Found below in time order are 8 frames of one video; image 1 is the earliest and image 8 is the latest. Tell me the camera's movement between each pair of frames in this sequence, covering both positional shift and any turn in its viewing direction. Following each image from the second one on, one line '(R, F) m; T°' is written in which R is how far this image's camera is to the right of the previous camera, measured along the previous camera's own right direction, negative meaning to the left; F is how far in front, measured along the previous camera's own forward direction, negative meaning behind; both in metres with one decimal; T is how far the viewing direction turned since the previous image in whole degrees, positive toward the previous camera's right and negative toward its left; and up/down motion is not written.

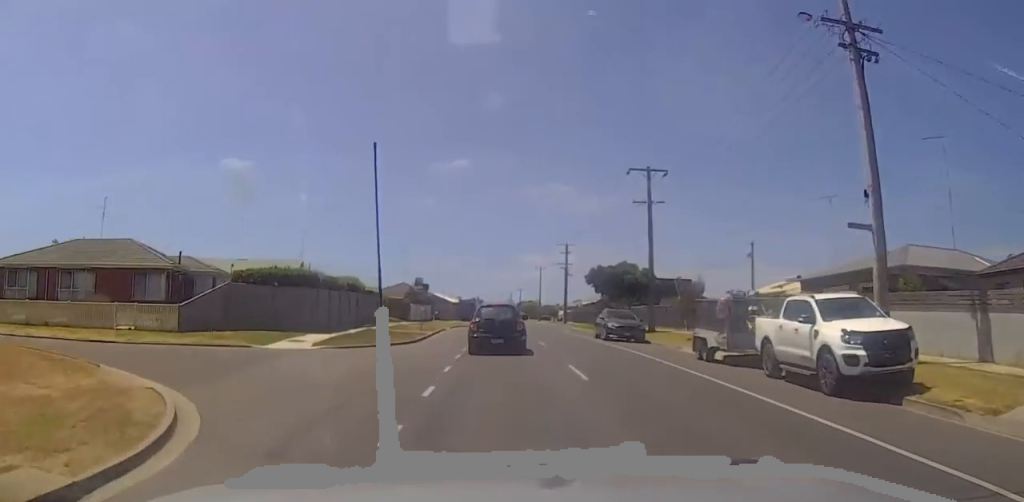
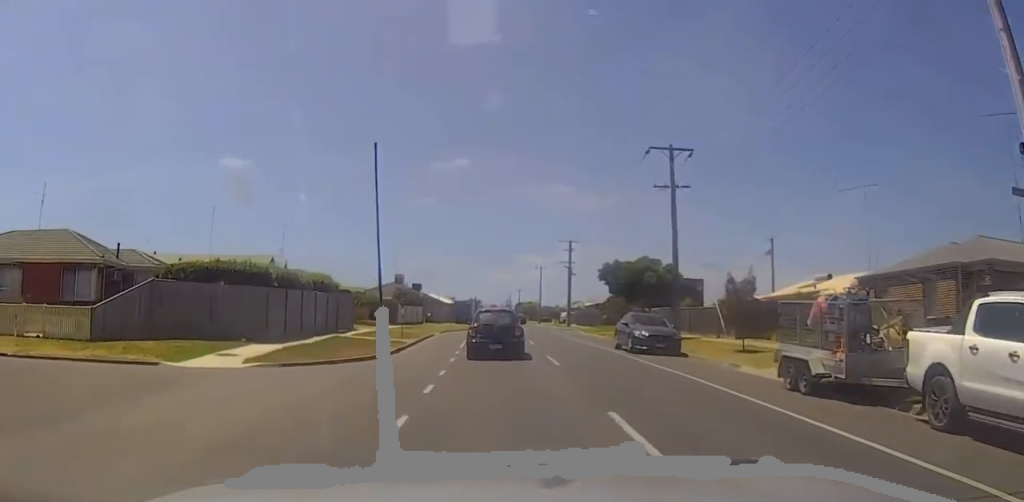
(+0.6, +6.8) m; +1°
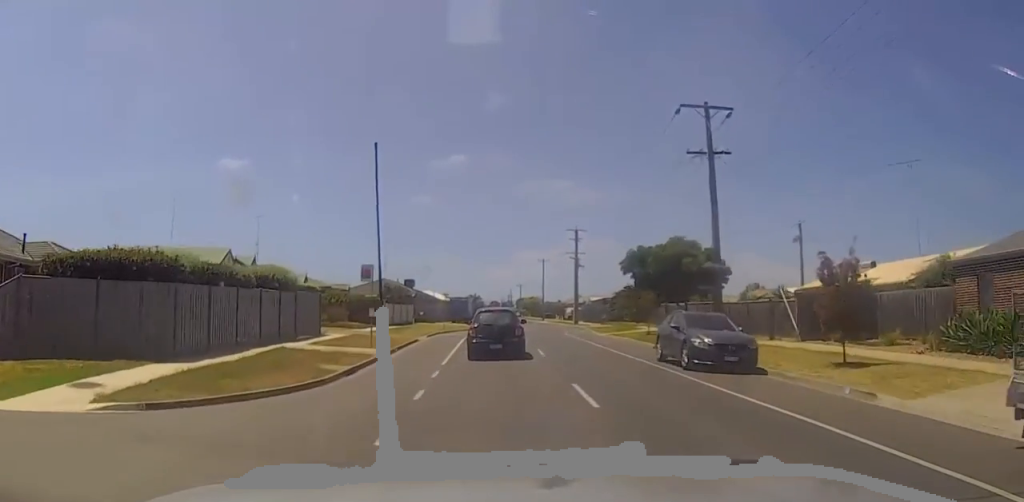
(+0.9, +7.7) m; +1°
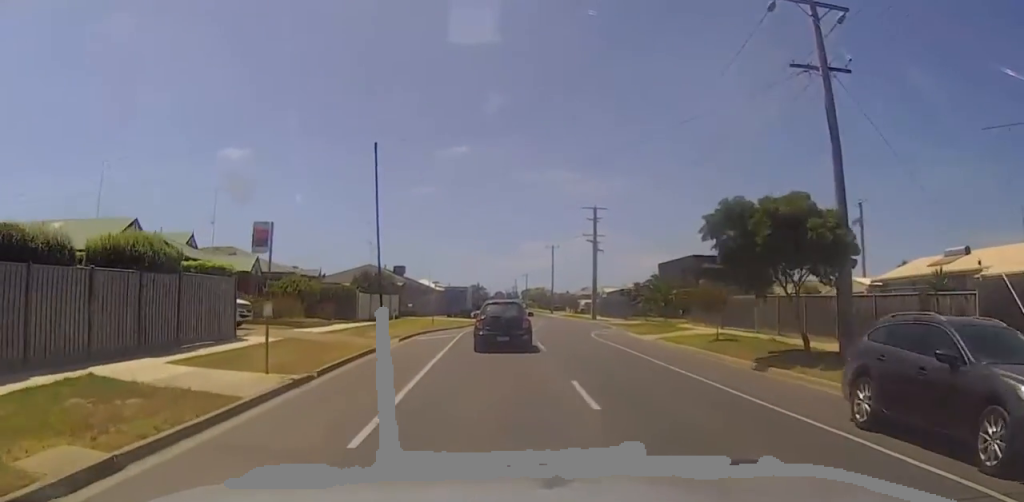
(-1.2, +11.6) m; -6°
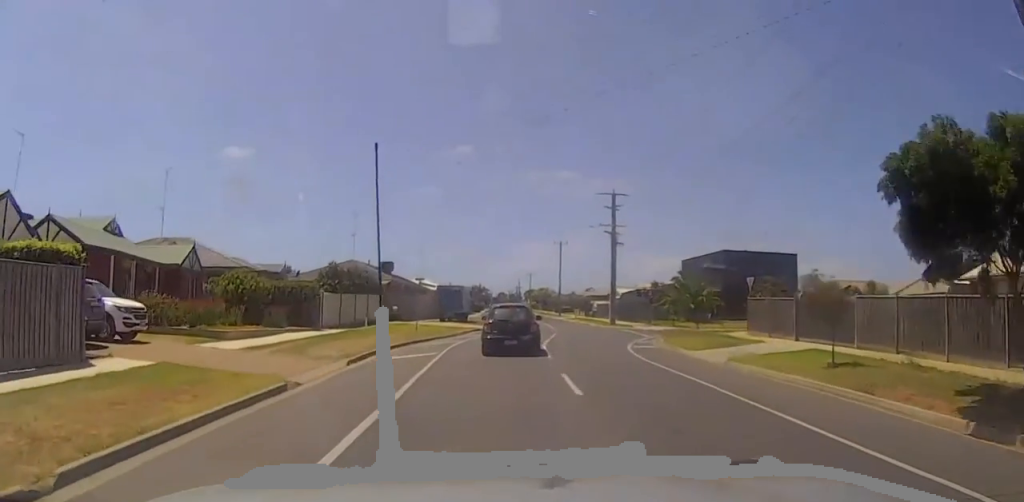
(-0.3, +9.5) m; +2°
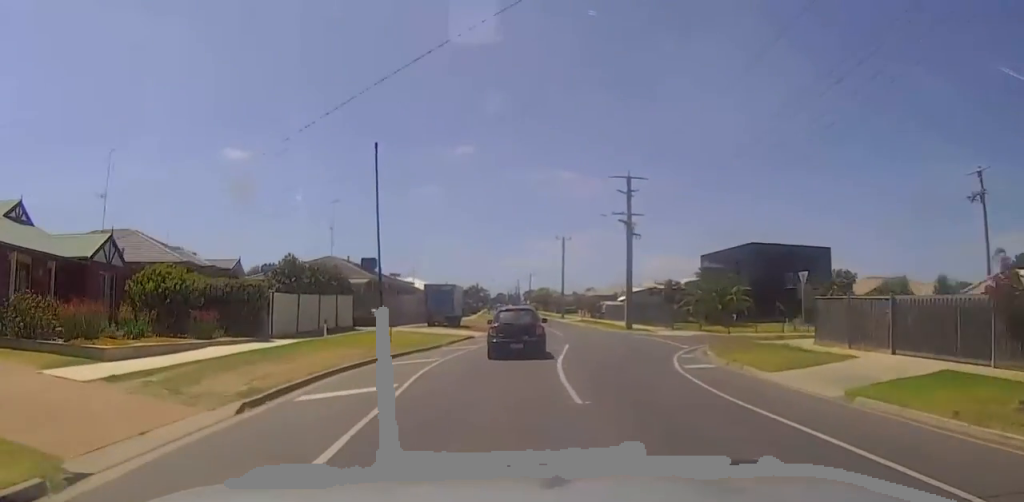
(-0.3, +7.7) m; +3°
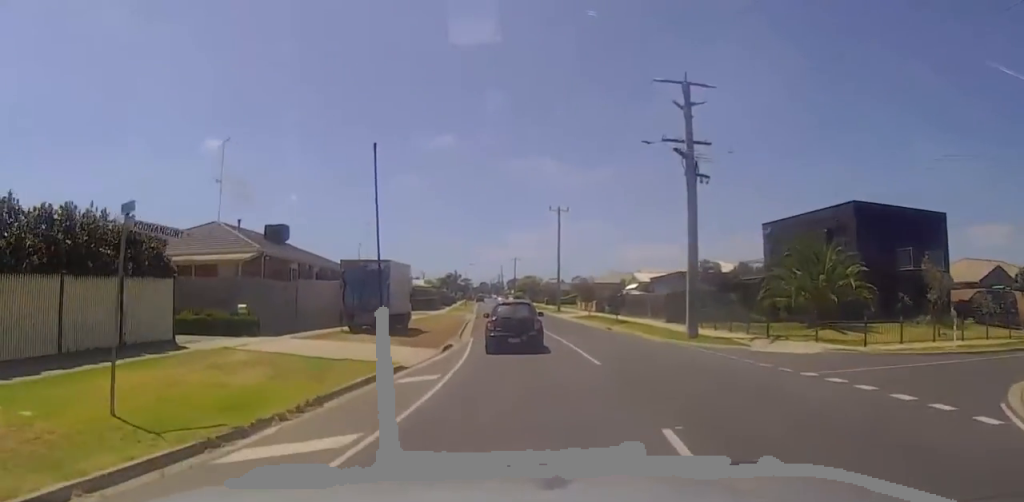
(+1.0, +19.5) m; +2°
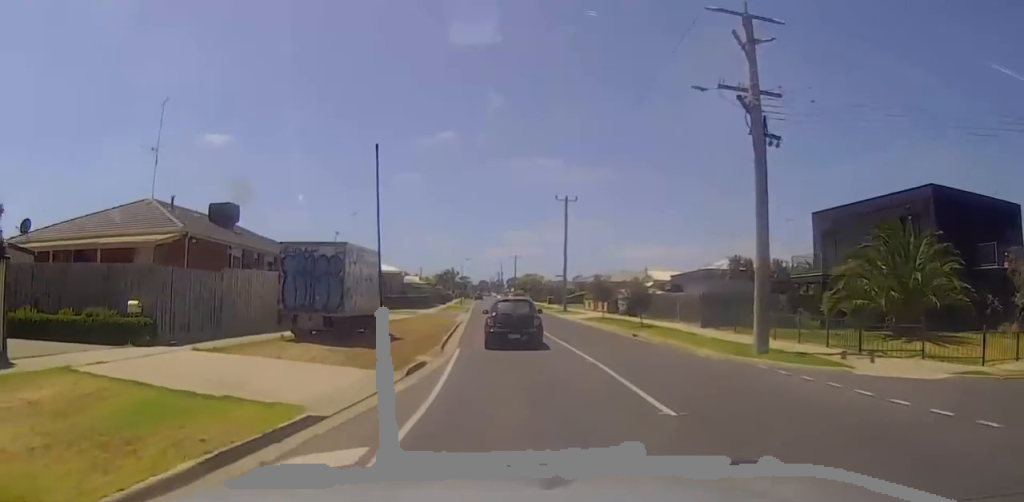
(-0.4, +7.5) m; 0°
